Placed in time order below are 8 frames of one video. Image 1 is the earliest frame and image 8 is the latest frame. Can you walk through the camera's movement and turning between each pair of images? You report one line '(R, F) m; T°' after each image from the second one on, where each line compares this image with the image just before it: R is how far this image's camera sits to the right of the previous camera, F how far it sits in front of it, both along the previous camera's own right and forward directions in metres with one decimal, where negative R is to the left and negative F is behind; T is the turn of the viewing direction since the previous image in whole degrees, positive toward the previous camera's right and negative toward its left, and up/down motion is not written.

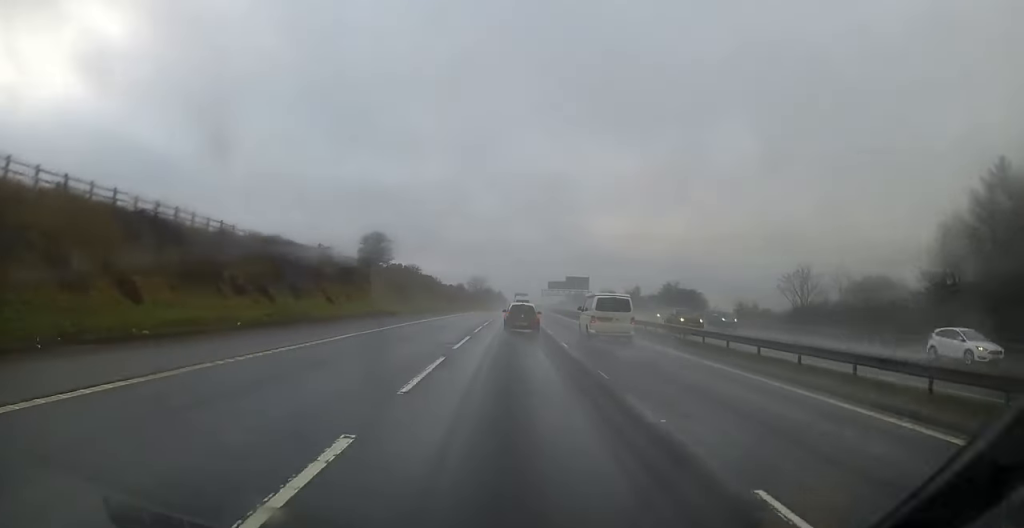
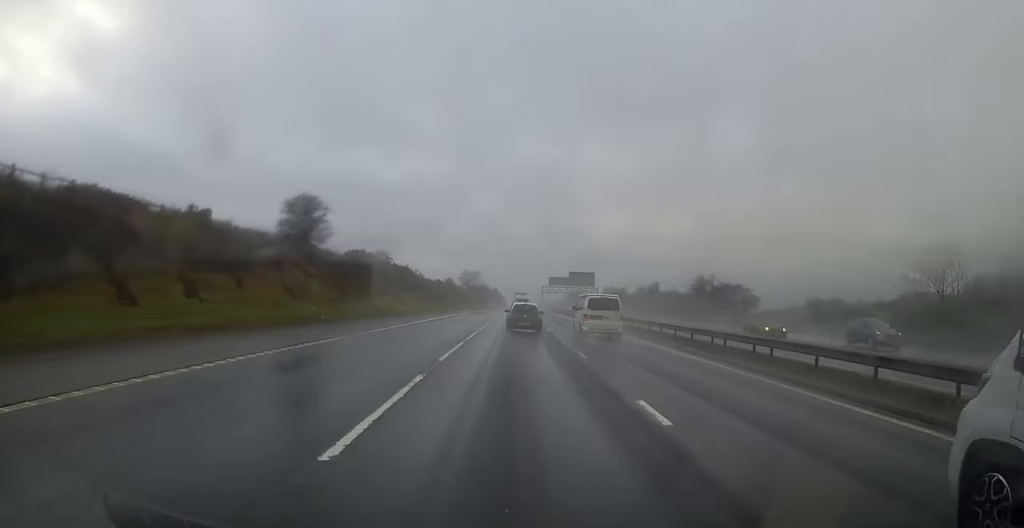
(+0.3, +23.5) m; +1°
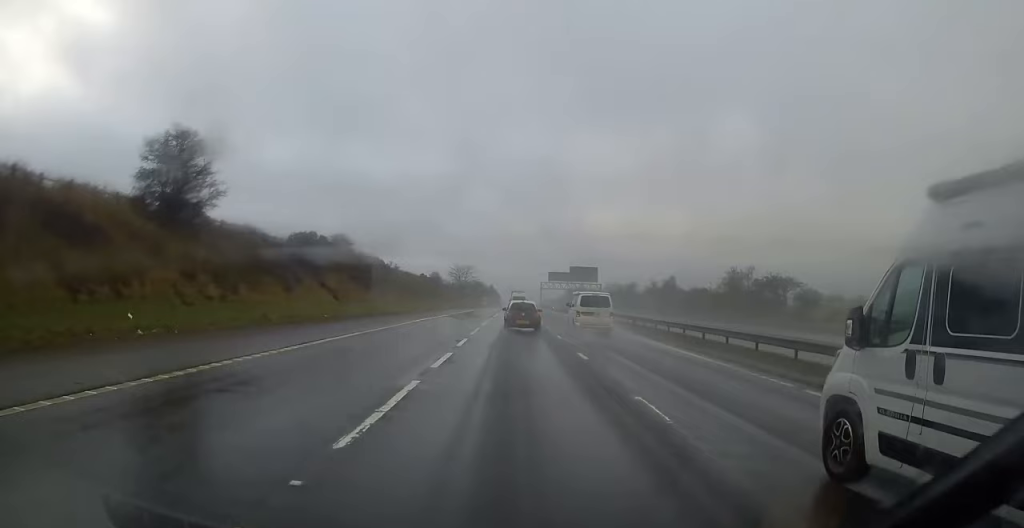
(+0.1, +17.9) m; 0°
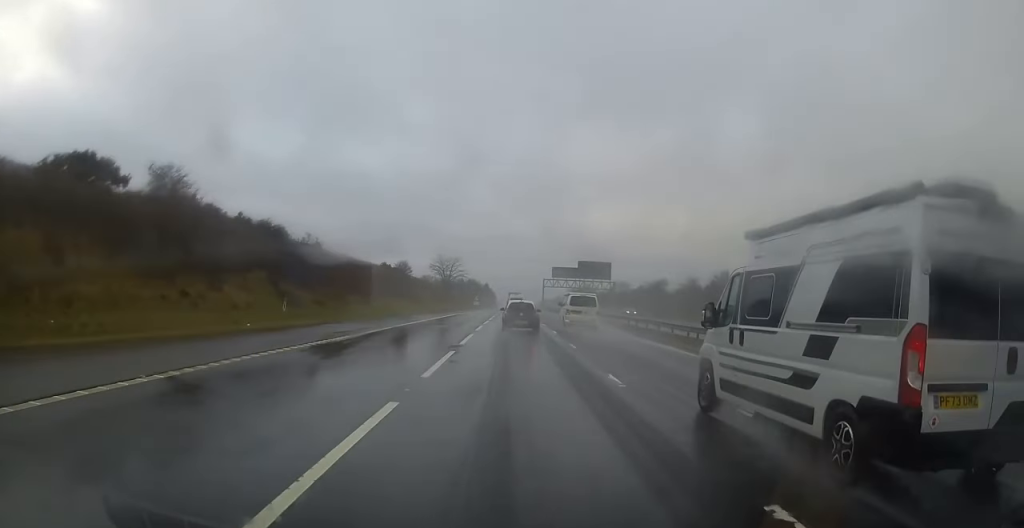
(0.0, +32.7) m; -1°
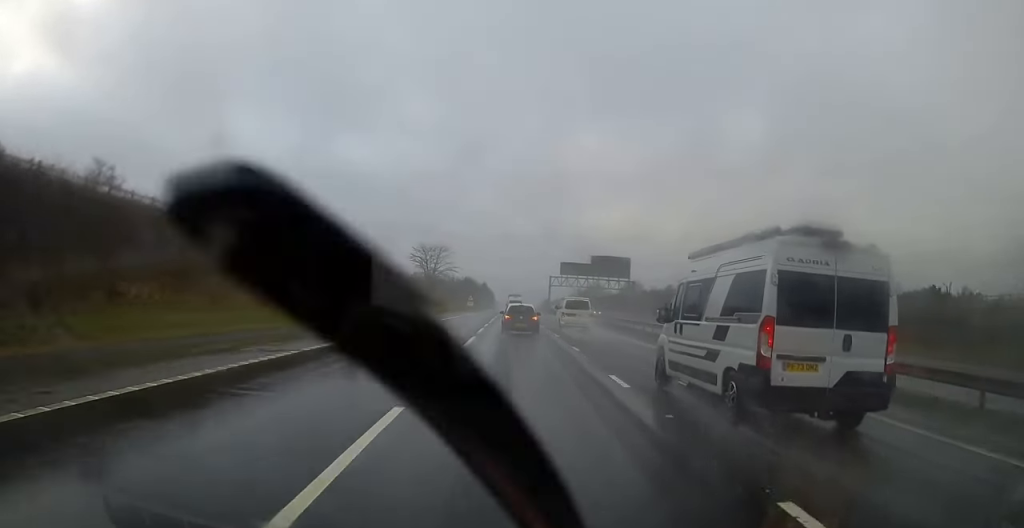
(-0.4, +27.1) m; 0°
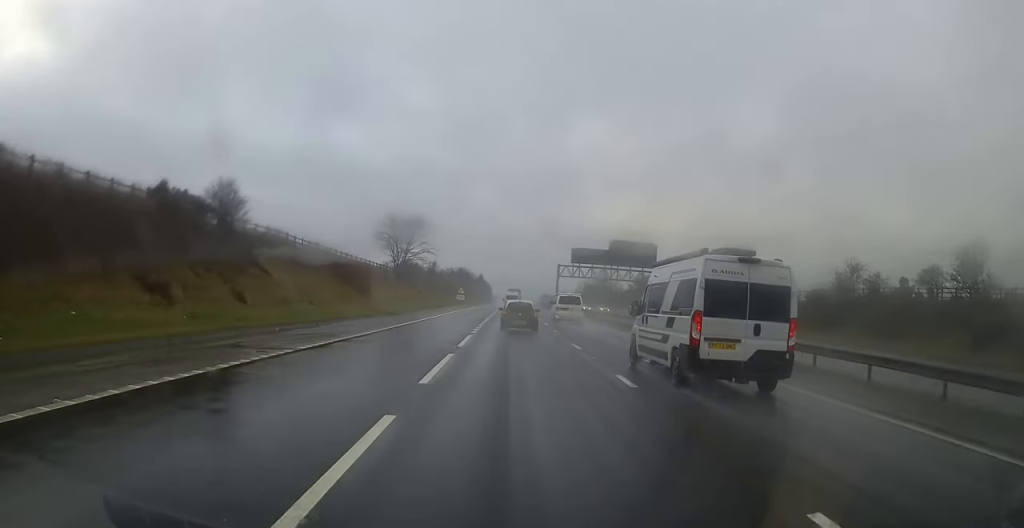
(+0.4, +27.4) m; +1°
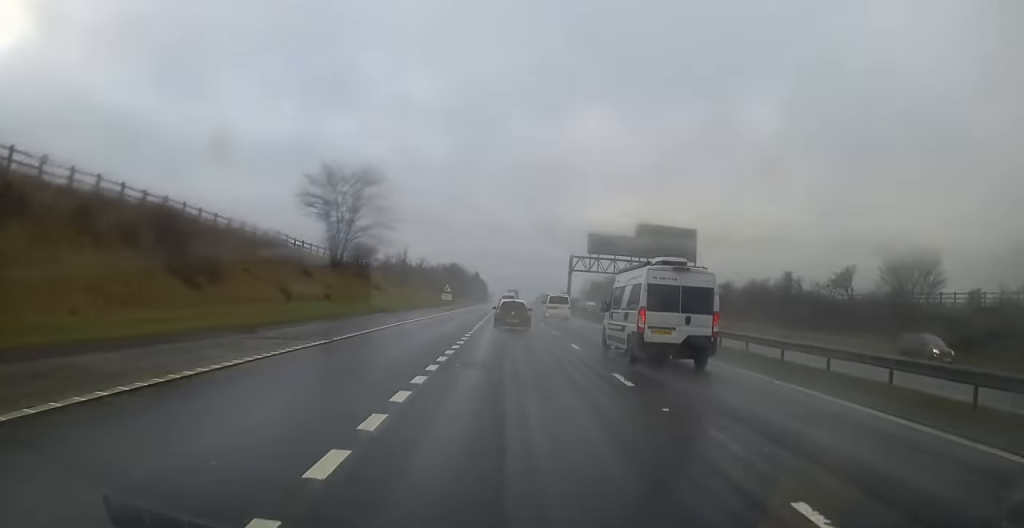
(+0.1, +26.8) m; +1°
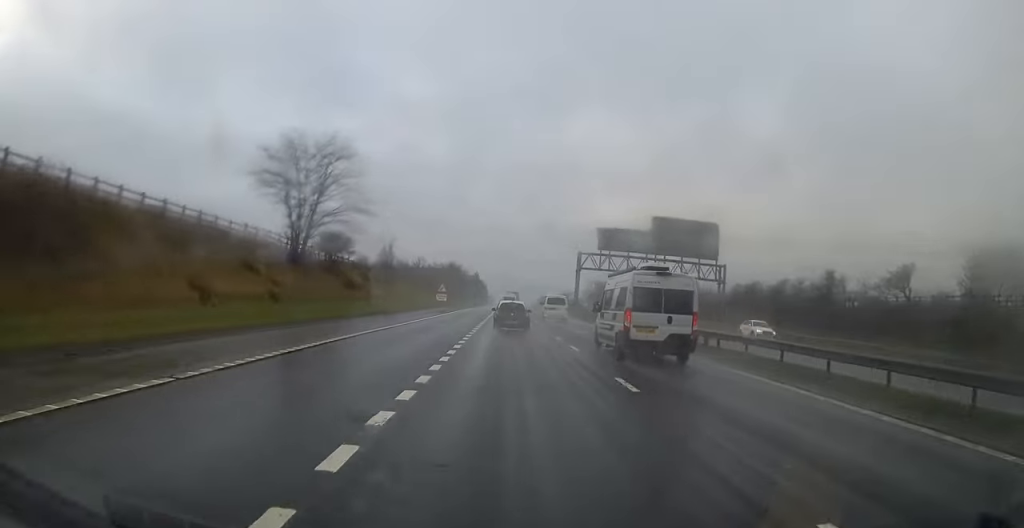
(0.0, +9.6) m; 0°
